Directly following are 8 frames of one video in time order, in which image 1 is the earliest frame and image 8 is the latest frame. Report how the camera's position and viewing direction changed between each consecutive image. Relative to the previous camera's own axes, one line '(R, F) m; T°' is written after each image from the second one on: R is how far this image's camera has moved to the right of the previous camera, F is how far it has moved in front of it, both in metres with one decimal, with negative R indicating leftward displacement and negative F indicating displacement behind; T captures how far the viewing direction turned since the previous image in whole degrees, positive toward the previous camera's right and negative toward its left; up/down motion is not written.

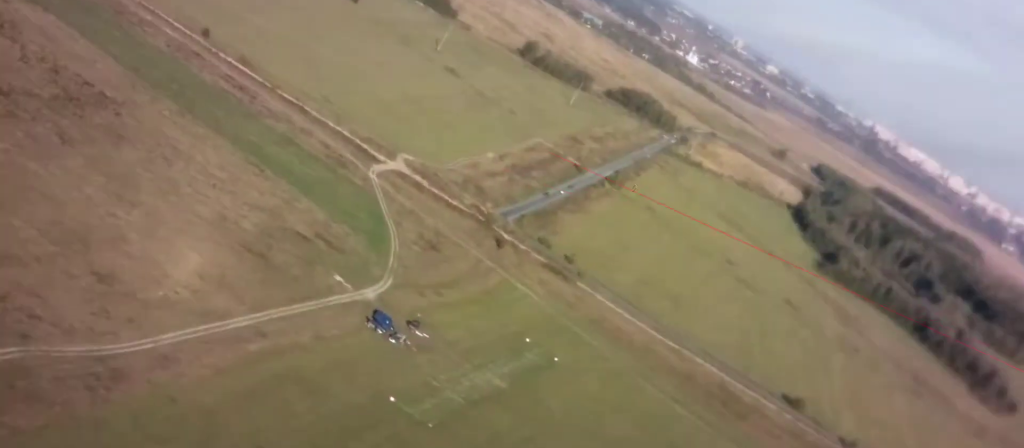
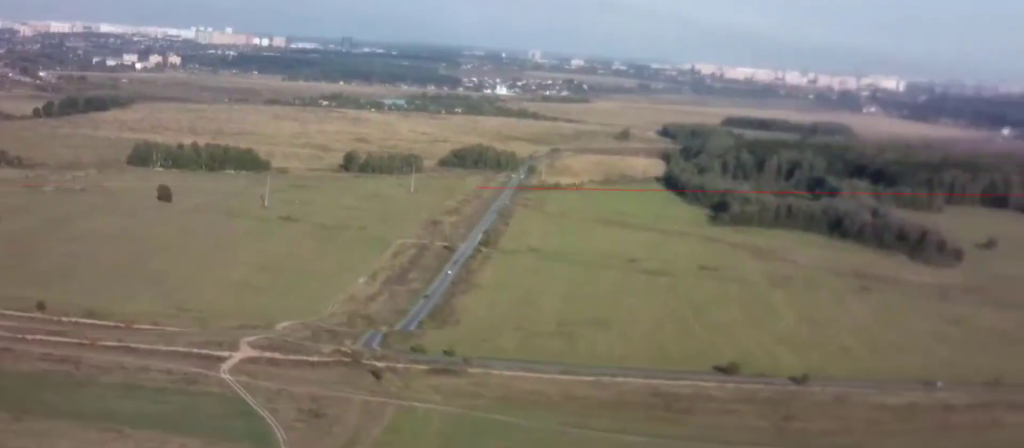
(-2.9, +31.1) m; -5°
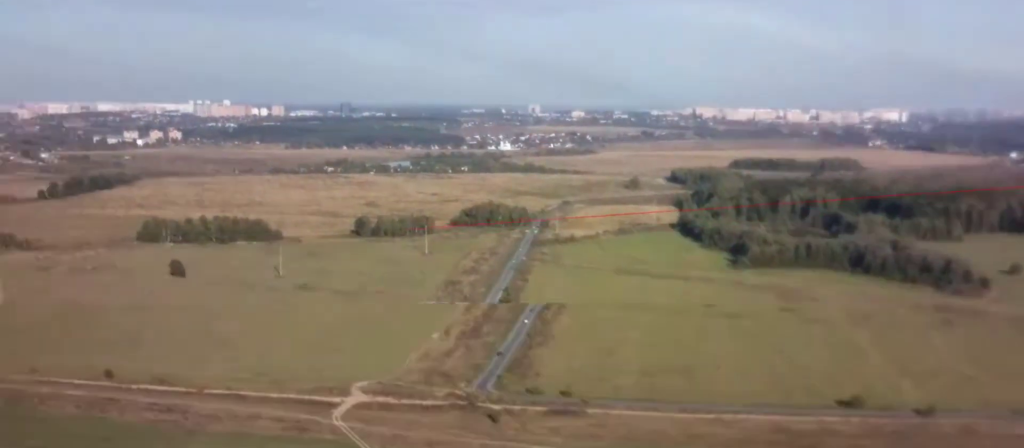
(0.0, +10.6) m; 0°
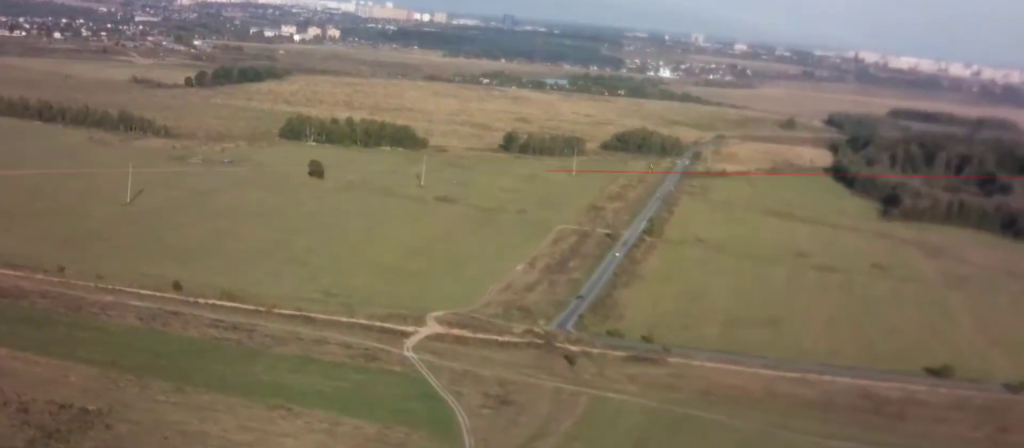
(0.0, +21.8) m; 0°
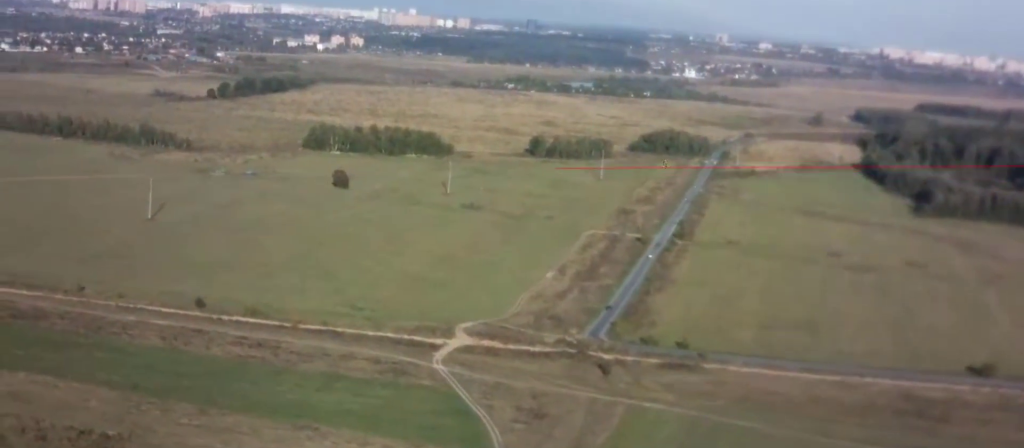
(0.0, +11.2) m; 0°
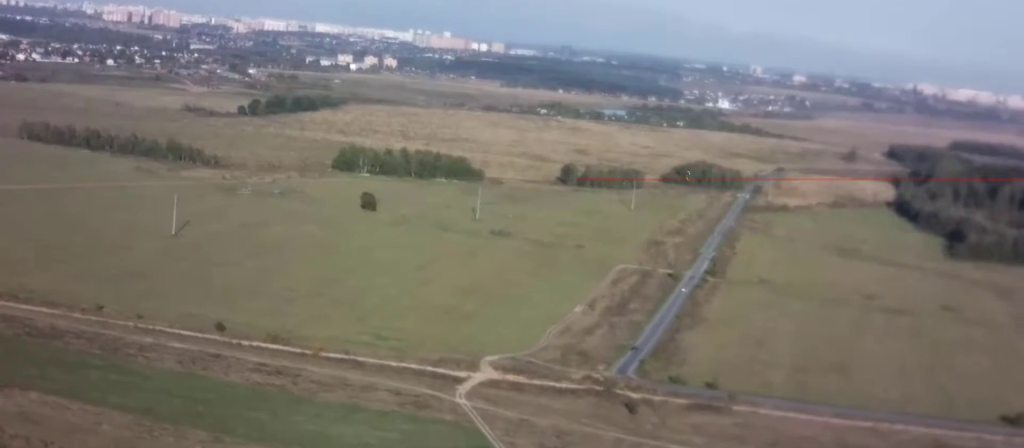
(0.0, +11.1) m; -1°
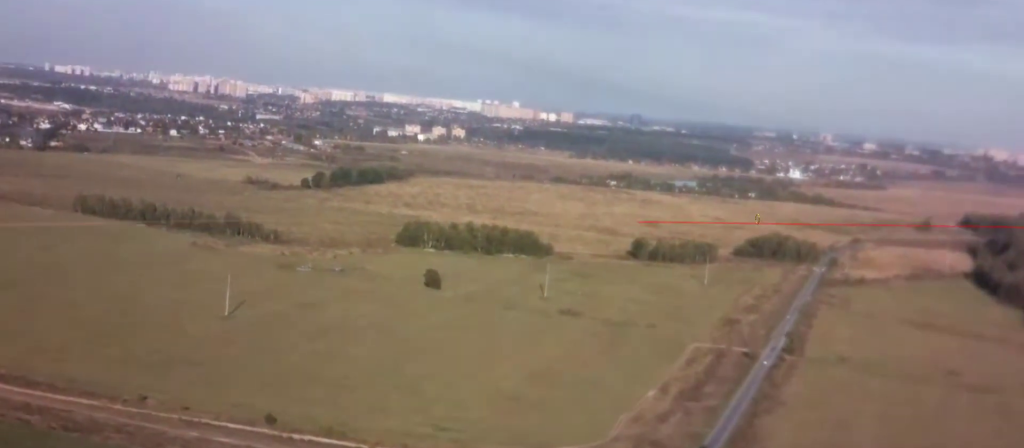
(-0.8, +28.8) m; -4°
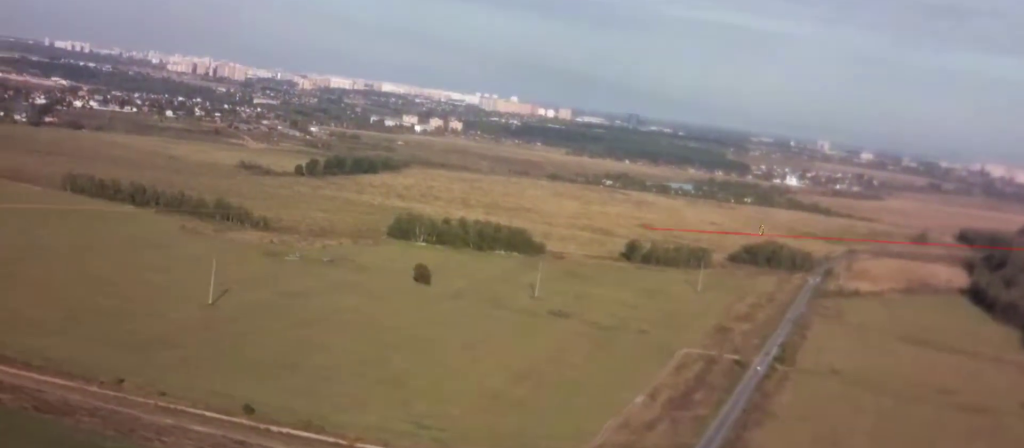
(-0.6, +14.8) m; +1°
